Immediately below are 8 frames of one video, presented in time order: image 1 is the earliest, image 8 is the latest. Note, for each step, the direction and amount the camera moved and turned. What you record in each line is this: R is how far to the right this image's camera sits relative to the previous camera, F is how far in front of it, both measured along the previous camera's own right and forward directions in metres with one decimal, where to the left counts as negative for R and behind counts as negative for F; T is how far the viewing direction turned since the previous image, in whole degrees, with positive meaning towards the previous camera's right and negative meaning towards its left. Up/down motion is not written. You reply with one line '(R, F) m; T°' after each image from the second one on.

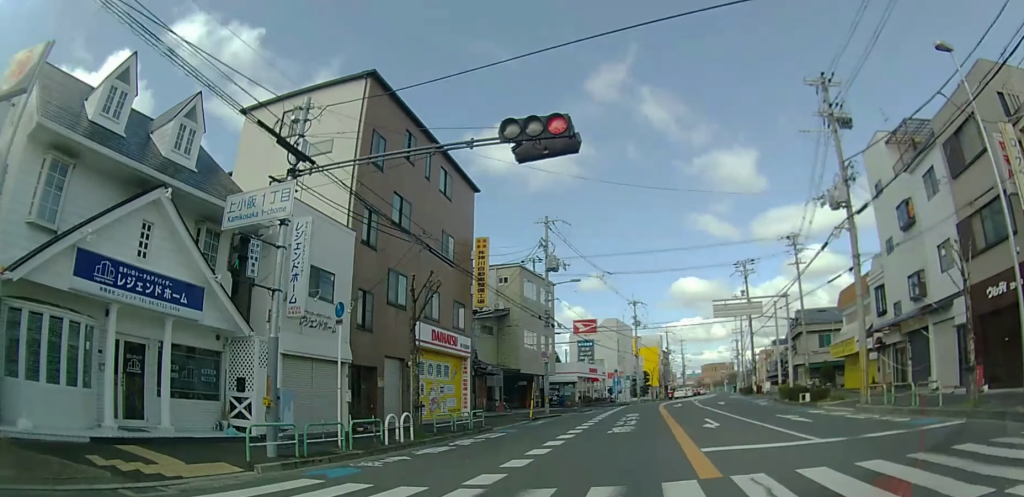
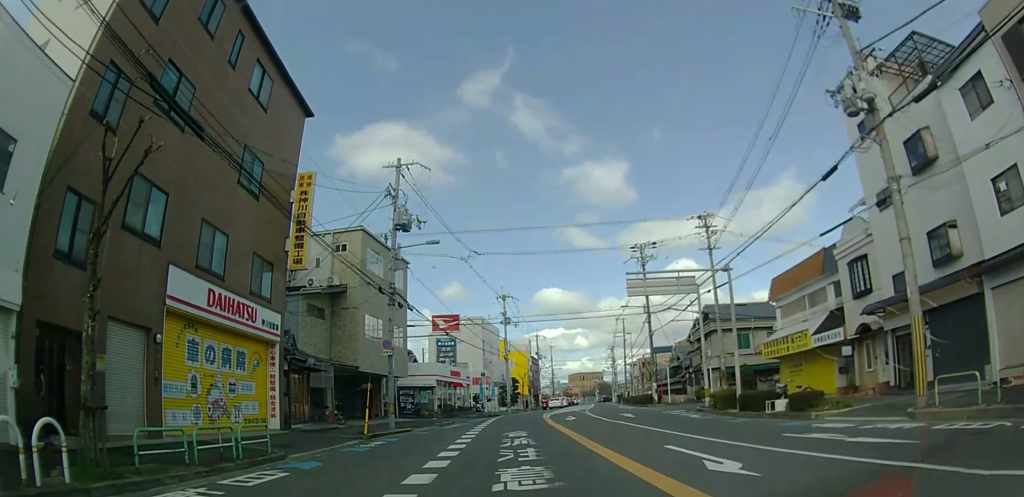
(+3.2, +8.7) m; +31°
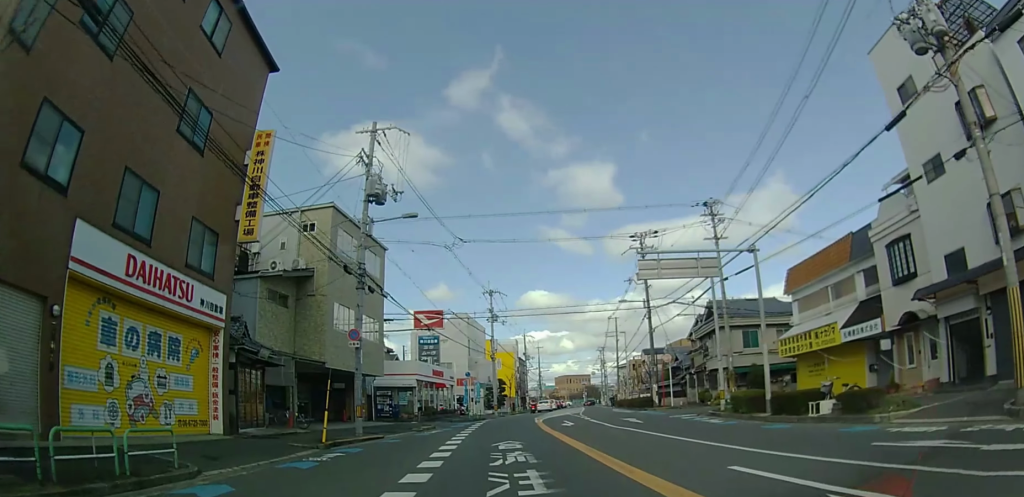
(+0.1, +3.8) m; +3°
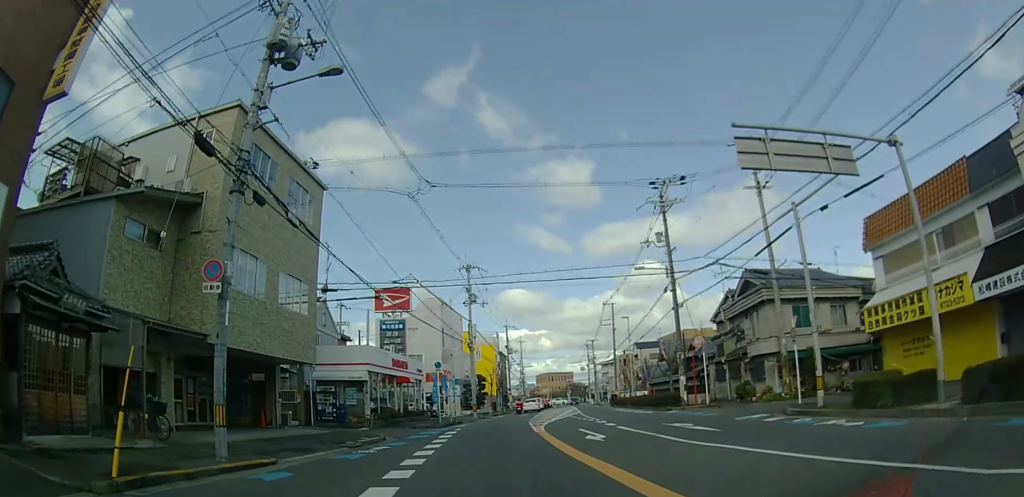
(+0.5, +9.3) m; +4°
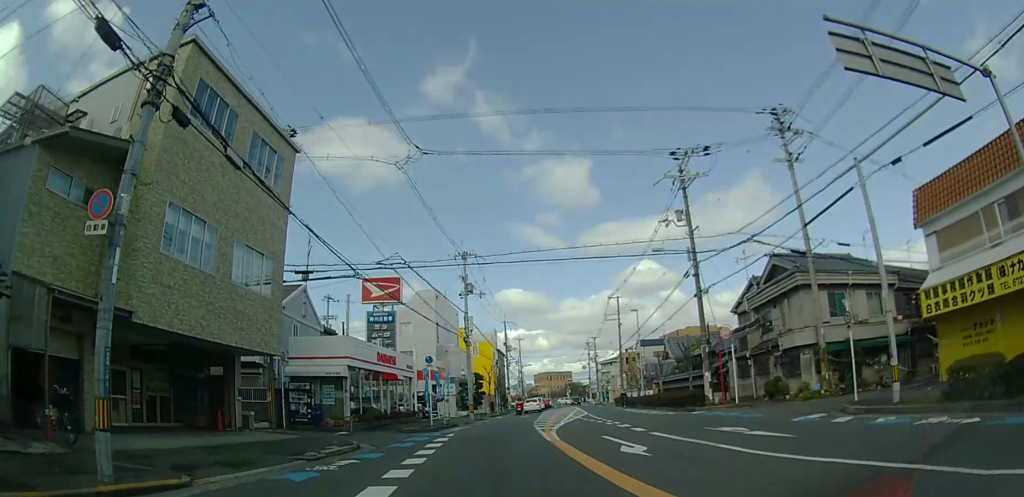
(0.0, +3.8) m; 0°
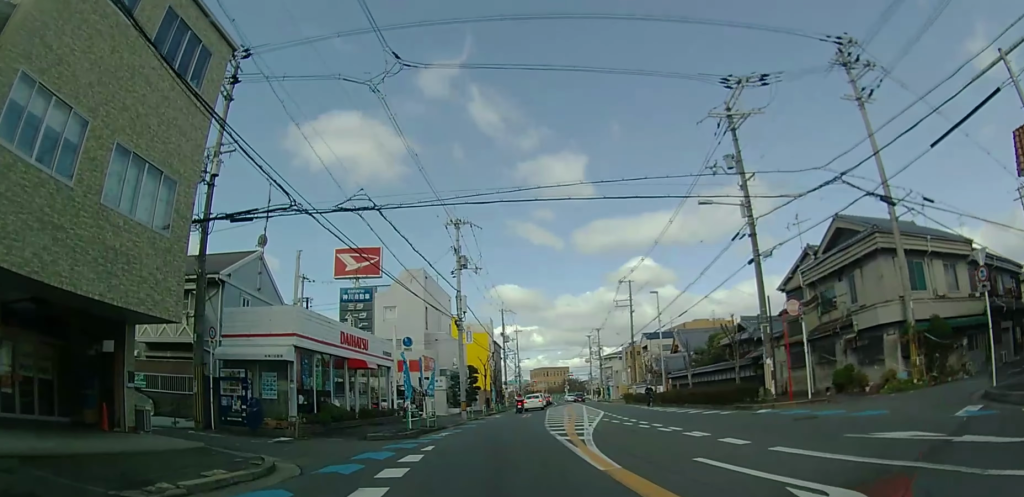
(0.0, +7.2) m; 0°
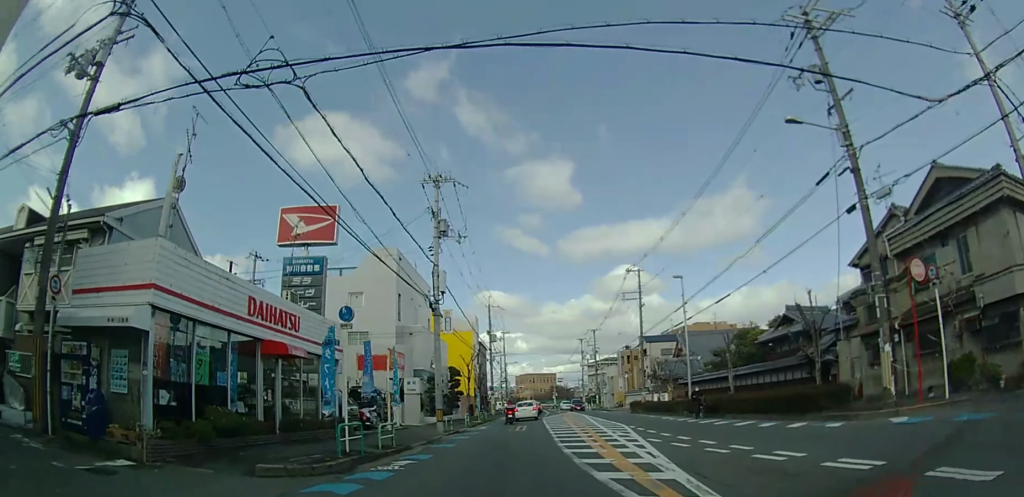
(0.0, +8.6) m; +1°
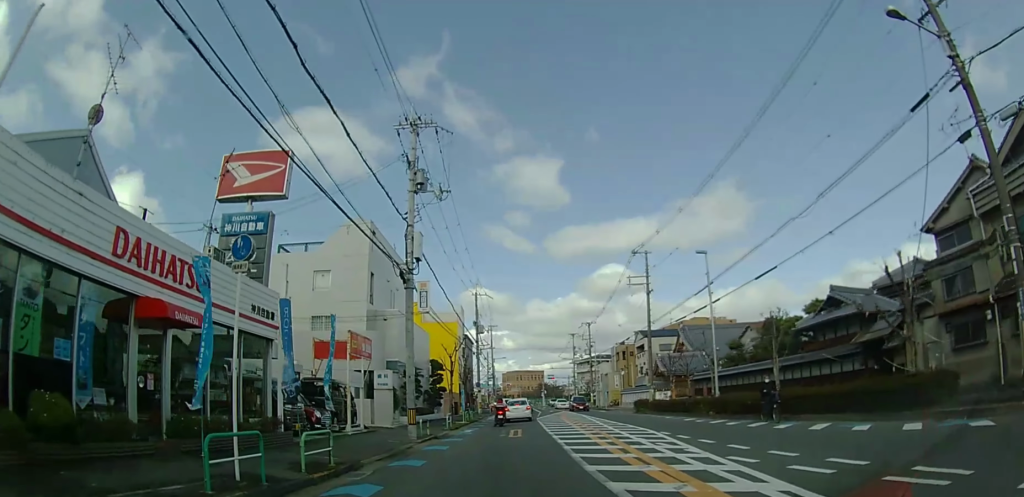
(+0.1, +6.5) m; +2°
